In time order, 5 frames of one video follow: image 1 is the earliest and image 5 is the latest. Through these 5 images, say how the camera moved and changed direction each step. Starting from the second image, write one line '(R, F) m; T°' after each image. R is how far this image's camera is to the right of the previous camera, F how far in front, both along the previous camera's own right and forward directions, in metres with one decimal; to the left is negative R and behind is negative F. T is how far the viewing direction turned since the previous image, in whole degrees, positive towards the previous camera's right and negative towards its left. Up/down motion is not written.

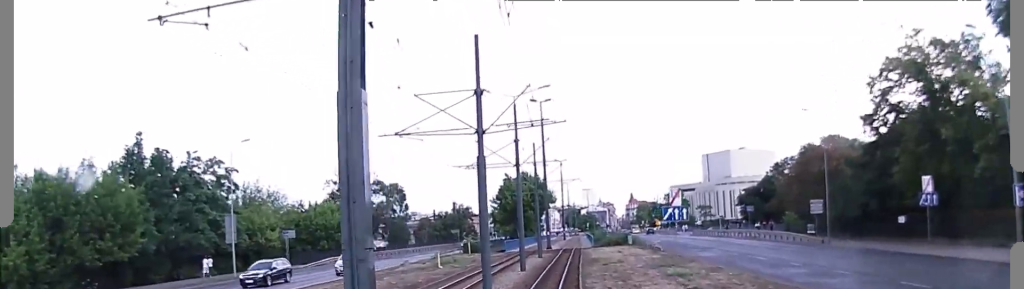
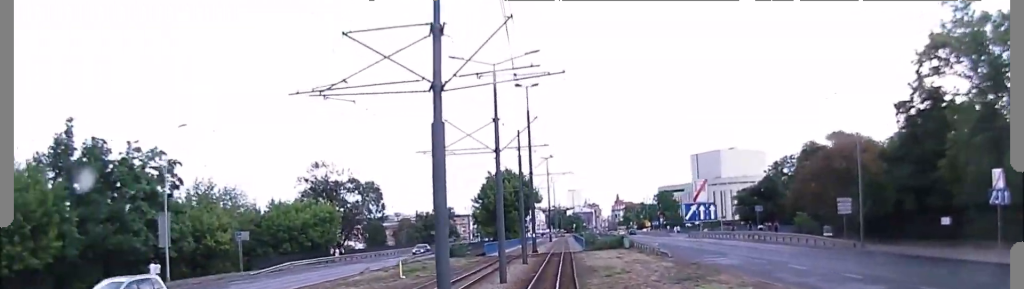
(0.0, +3.7) m; 0°
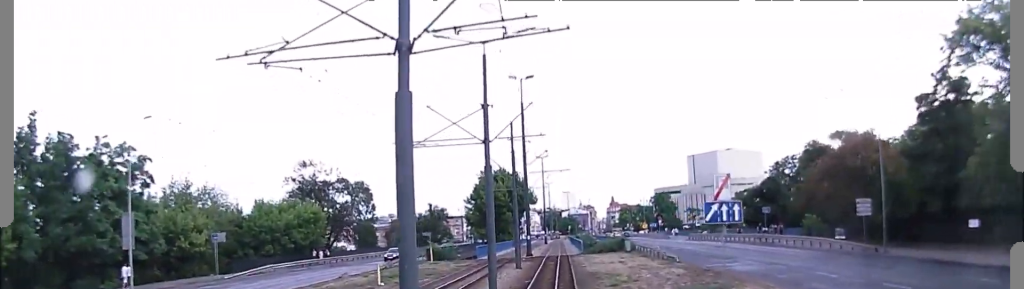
(0.0, +1.8) m; +1°
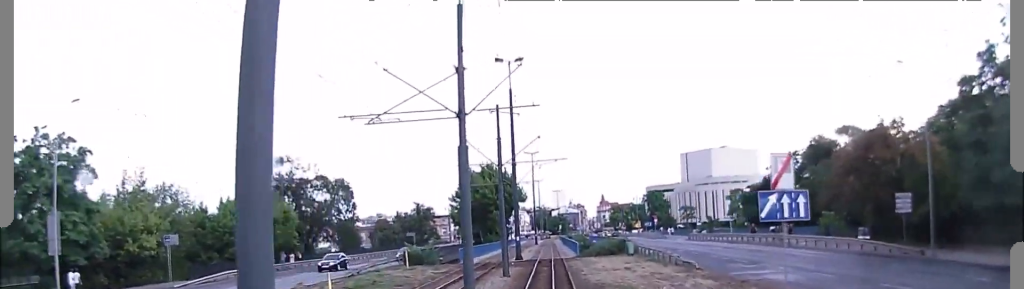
(0.0, +3.4) m; +3°
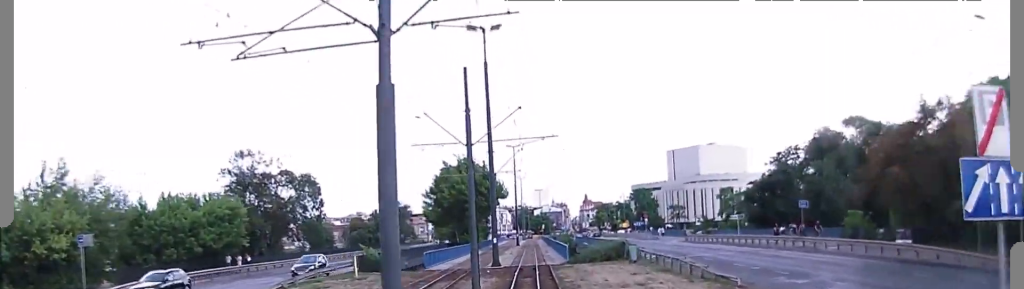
(+0.2, +8.3) m; +1°
